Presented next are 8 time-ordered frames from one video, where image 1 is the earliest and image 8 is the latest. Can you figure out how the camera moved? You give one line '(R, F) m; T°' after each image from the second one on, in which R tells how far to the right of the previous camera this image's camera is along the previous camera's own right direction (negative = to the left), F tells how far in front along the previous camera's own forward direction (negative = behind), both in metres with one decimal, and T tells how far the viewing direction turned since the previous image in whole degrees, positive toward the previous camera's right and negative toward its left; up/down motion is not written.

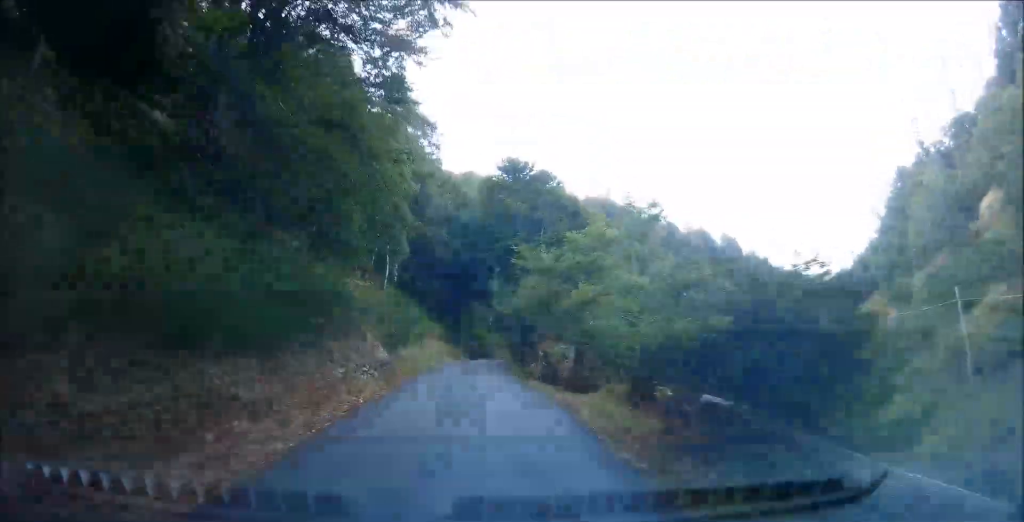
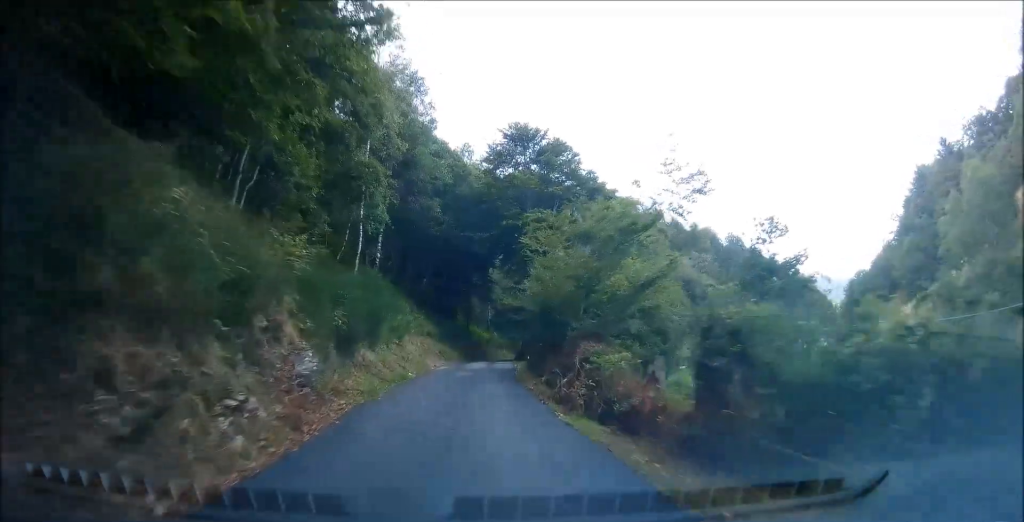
(-0.2, +7.3) m; 0°
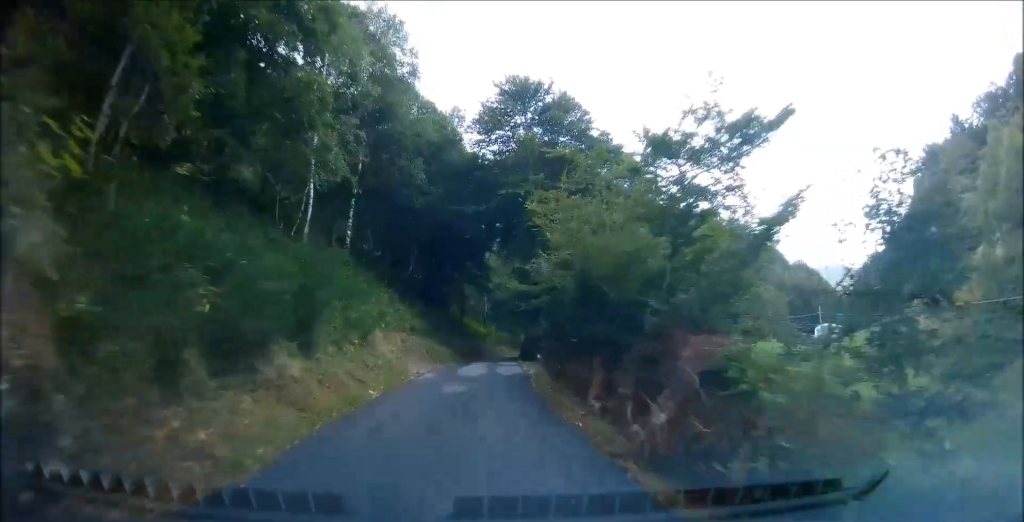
(+0.2, +6.9) m; +1°
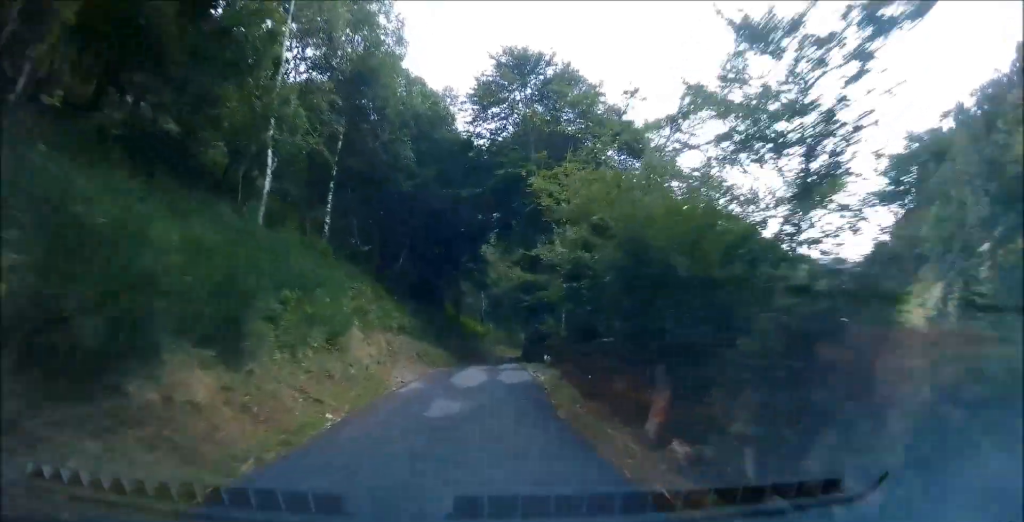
(0.0, +3.7) m; 0°
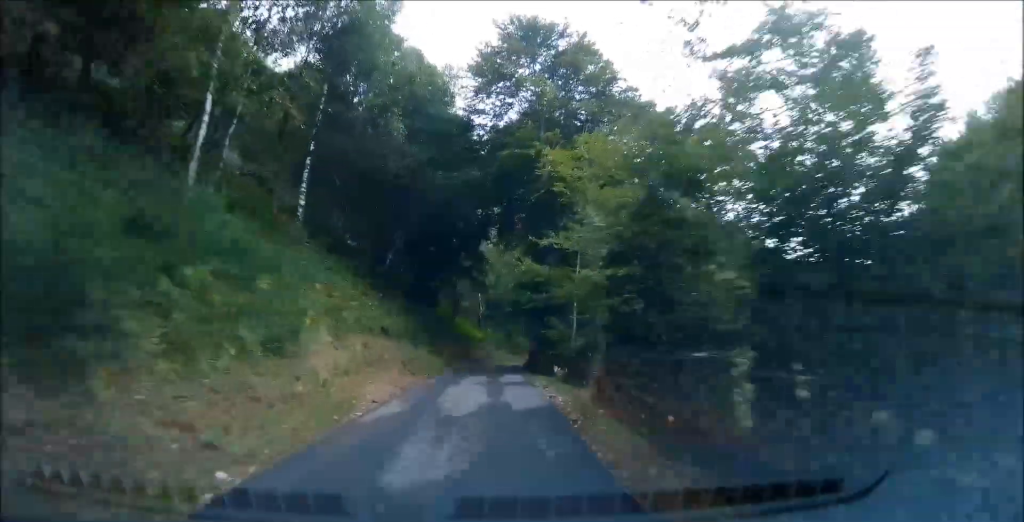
(0.0, +4.0) m; 0°
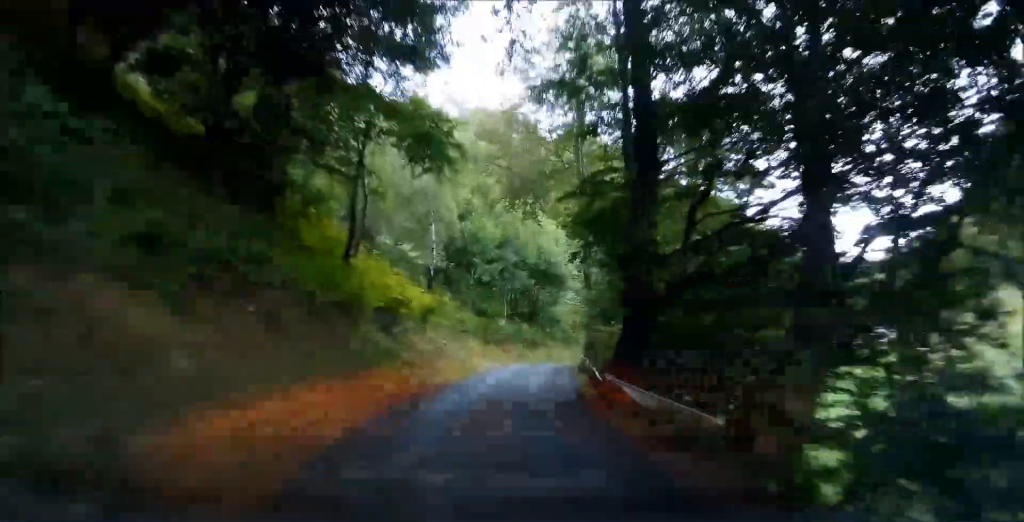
(-1.7, +34.4) m; -4°
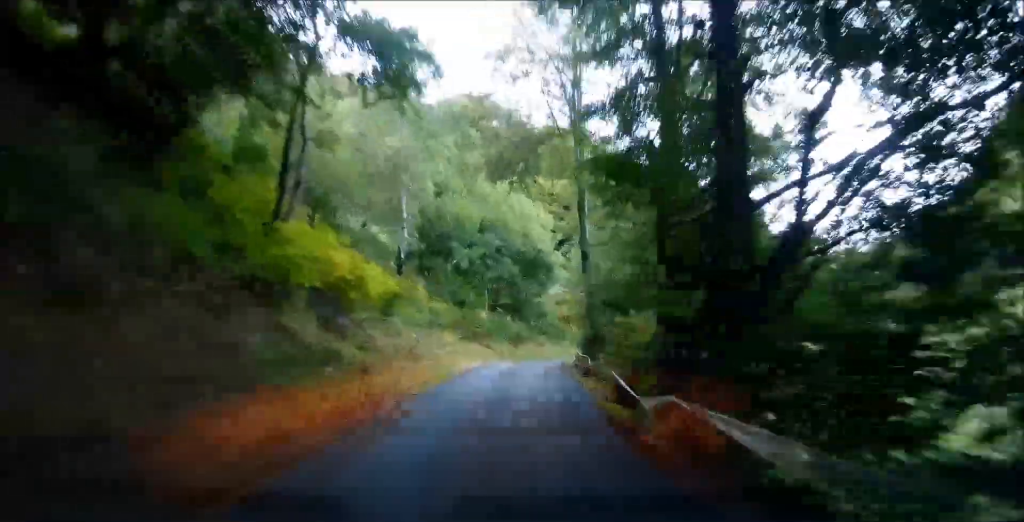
(0.0, +5.4) m; 0°
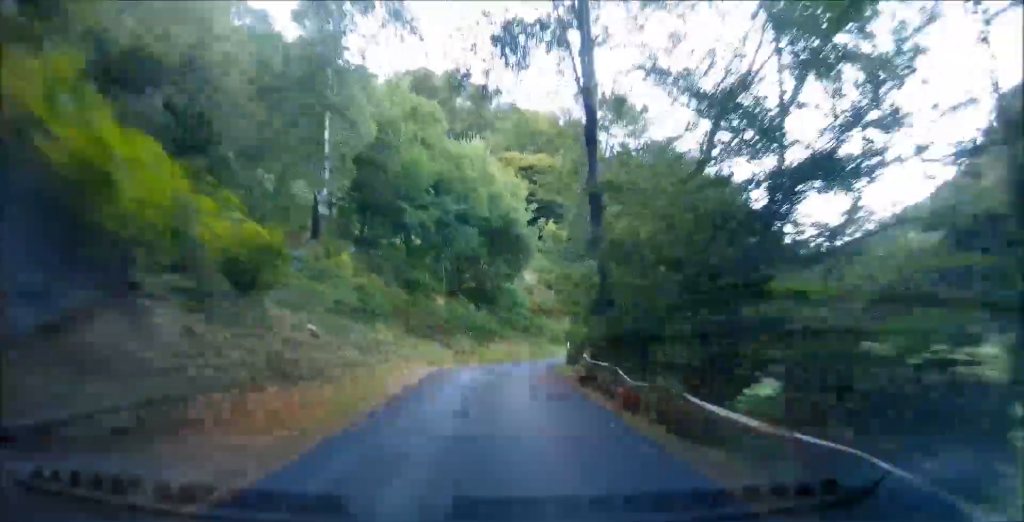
(0.0, +10.2) m; +4°
